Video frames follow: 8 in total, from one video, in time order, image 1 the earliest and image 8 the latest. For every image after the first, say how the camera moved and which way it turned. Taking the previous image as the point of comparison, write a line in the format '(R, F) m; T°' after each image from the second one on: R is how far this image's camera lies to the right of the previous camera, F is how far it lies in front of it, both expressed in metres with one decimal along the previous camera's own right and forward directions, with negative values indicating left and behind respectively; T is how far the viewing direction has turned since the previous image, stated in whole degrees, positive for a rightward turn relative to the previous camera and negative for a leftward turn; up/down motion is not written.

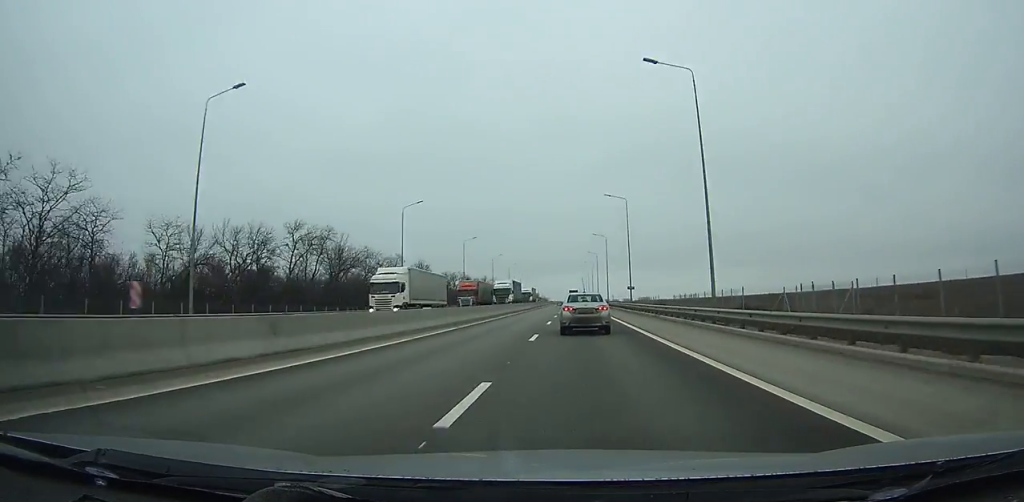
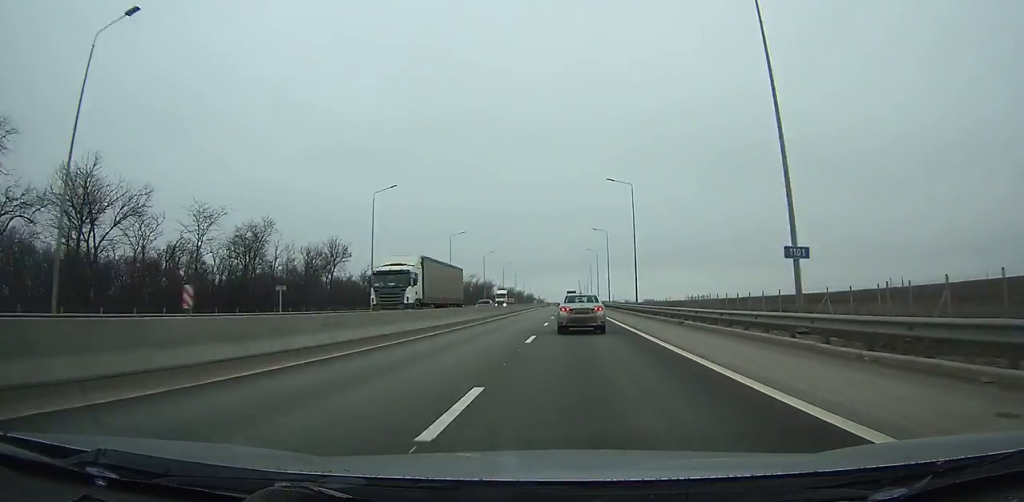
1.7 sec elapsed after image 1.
(0.0, +48.6) m; 0°
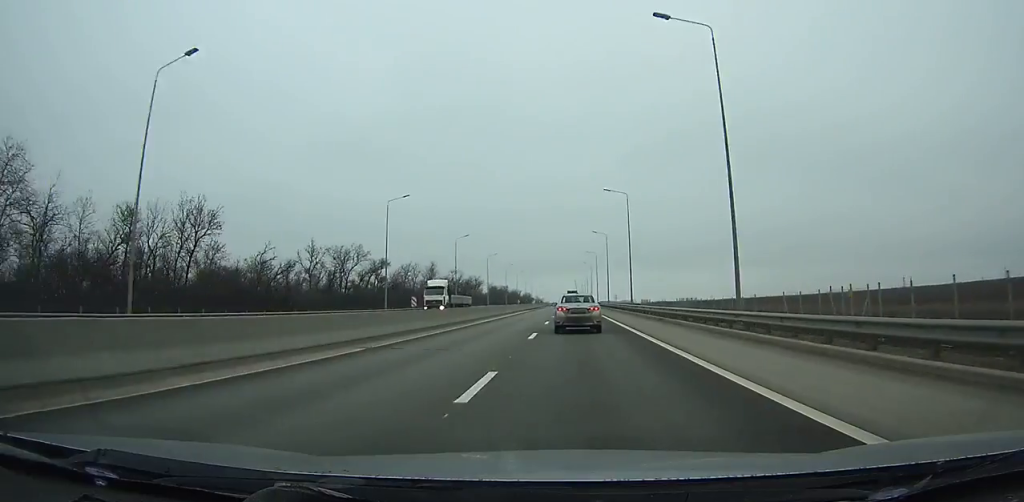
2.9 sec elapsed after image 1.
(0.0, +34.1) m; 0°
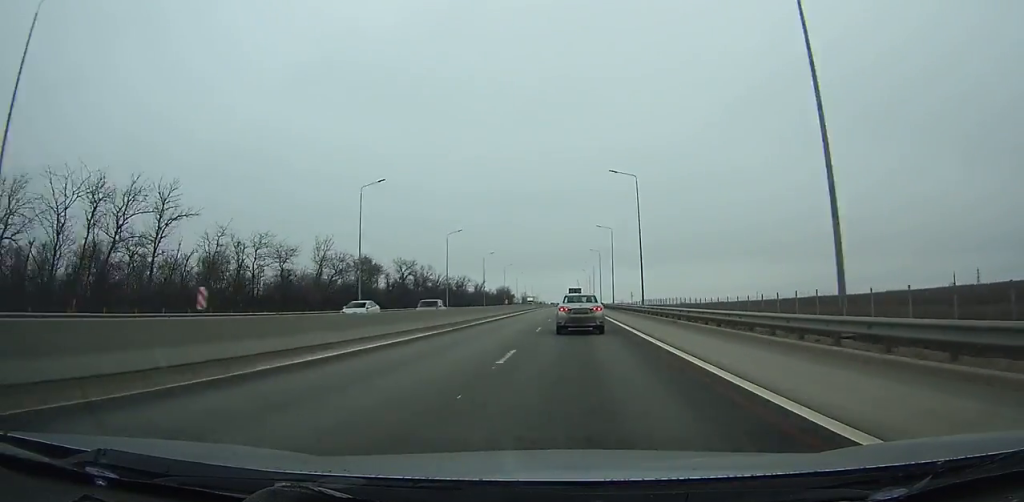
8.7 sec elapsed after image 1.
(-0.6, +161.7) m; 0°
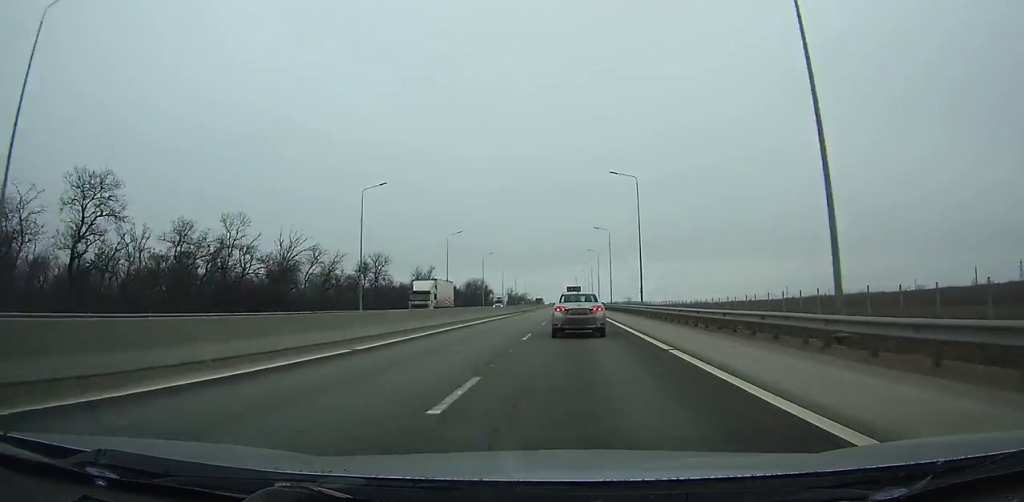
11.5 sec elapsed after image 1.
(+0.2, +75.7) m; 0°
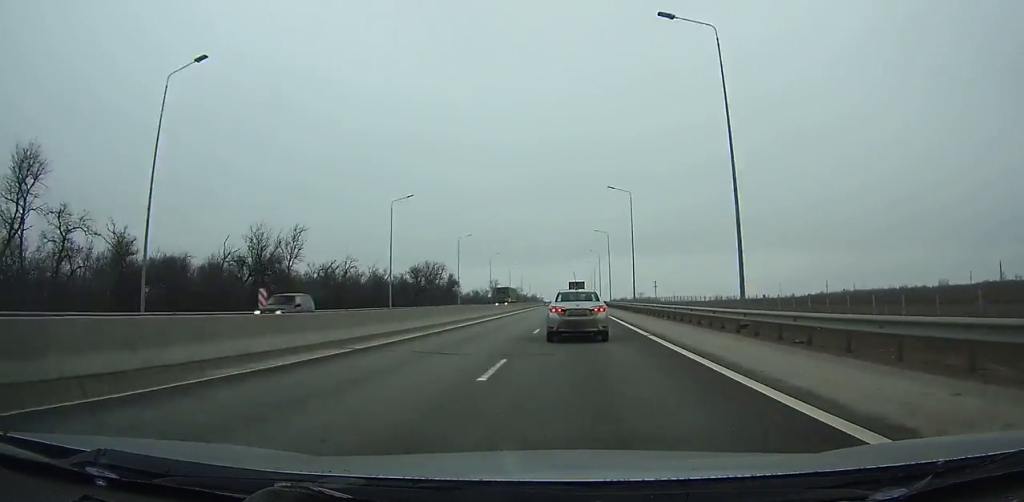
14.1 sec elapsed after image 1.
(-0.2, +68.5) m; 0°
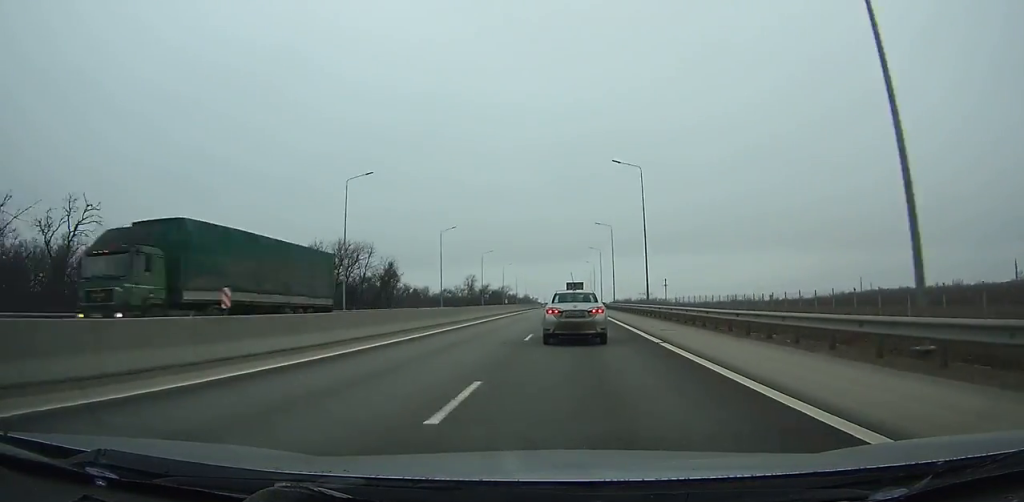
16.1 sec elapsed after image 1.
(+0.2, +51.2) m; 0°
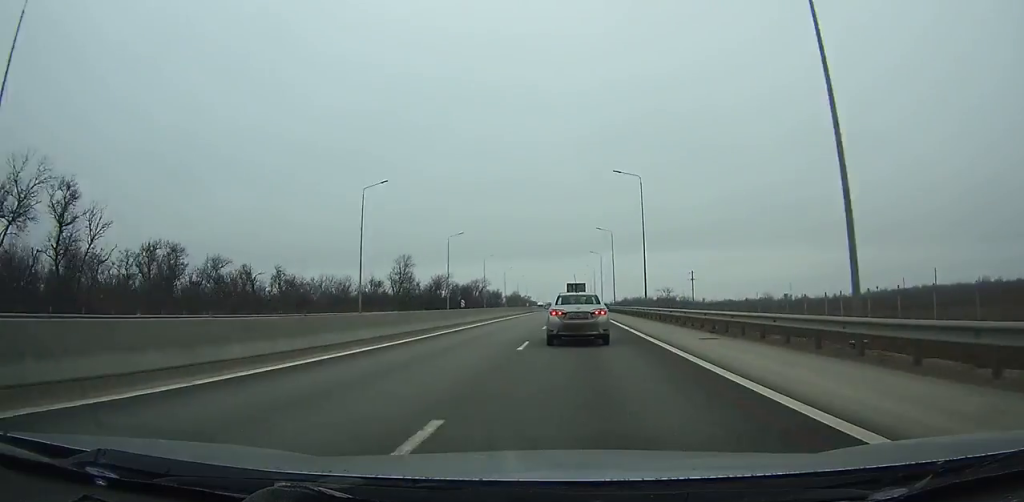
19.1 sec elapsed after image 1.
(+0.1, +75.7) m; 0°
